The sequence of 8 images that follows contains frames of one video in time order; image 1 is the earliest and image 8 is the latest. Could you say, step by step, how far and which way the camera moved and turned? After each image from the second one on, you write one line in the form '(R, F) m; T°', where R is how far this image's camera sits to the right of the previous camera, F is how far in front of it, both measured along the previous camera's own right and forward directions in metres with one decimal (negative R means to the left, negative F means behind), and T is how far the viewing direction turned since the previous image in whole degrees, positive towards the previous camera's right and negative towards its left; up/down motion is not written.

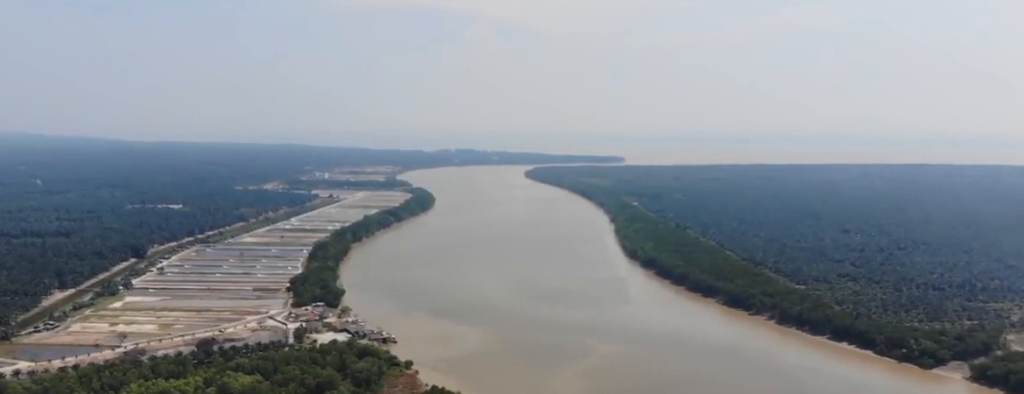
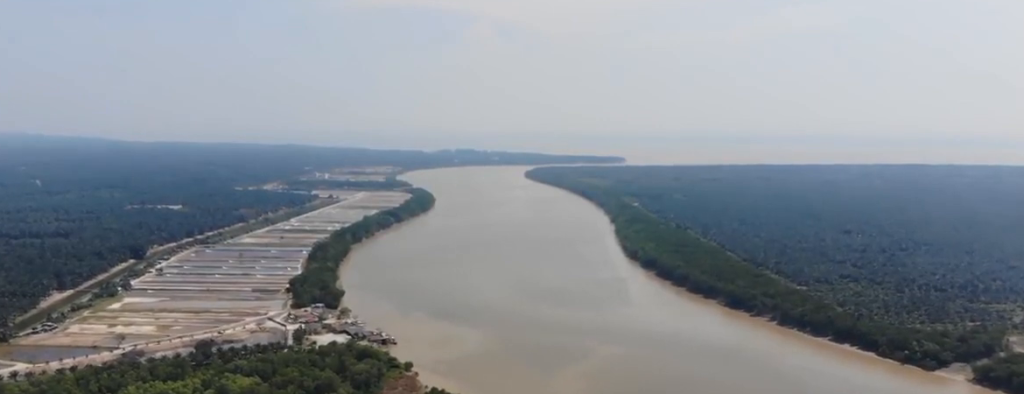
(0.0, +3.1) m; 0°
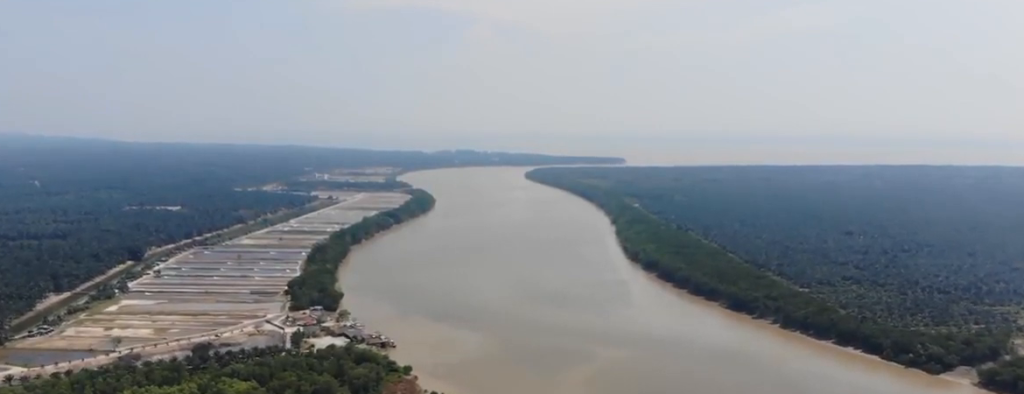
(0.0, +6.3) m; 0°
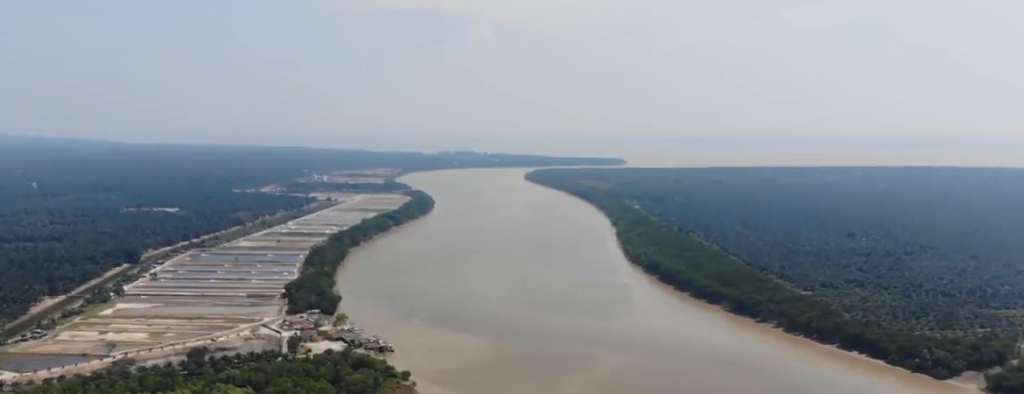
(0.0, +8.8) m; 0°
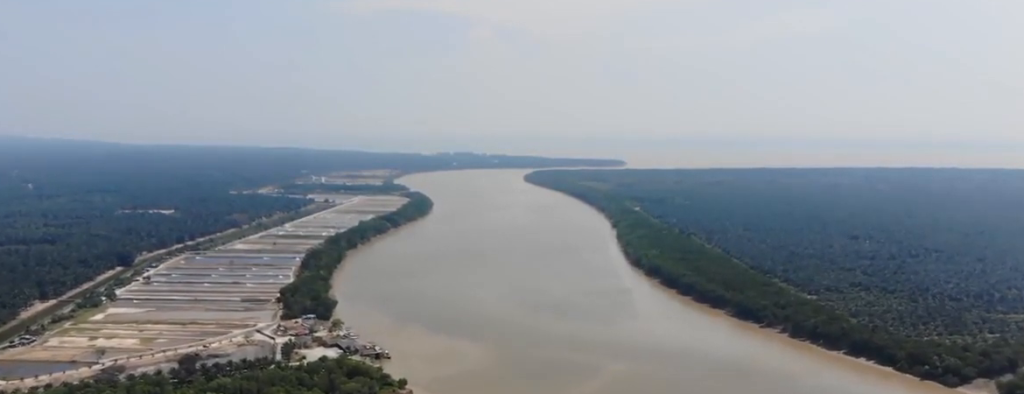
(+0.1, +14.5) m; +1°
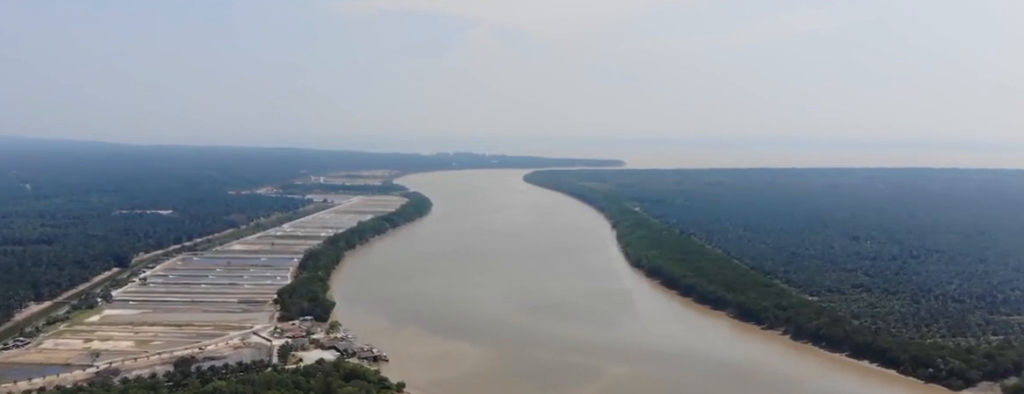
(0.0, +6.6) m; 0°
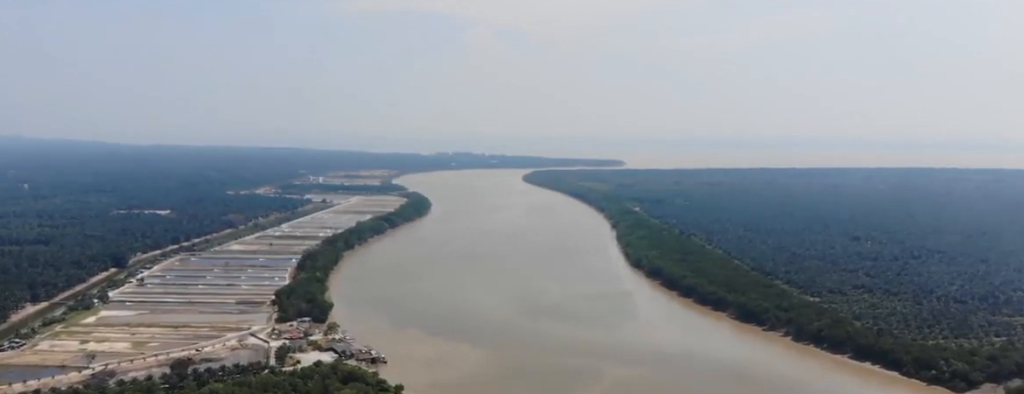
(0.0, +4.9) m; 0°
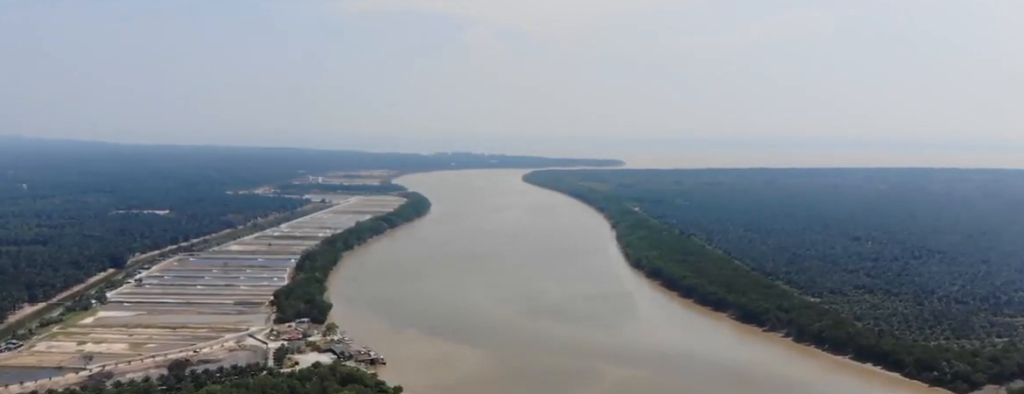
(0.0, +3.2) m; 0°
